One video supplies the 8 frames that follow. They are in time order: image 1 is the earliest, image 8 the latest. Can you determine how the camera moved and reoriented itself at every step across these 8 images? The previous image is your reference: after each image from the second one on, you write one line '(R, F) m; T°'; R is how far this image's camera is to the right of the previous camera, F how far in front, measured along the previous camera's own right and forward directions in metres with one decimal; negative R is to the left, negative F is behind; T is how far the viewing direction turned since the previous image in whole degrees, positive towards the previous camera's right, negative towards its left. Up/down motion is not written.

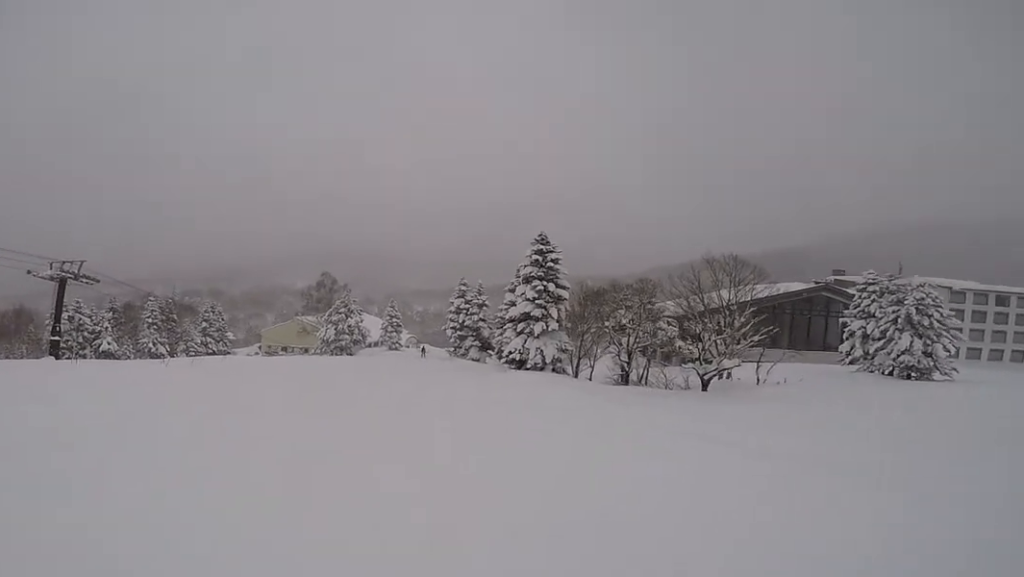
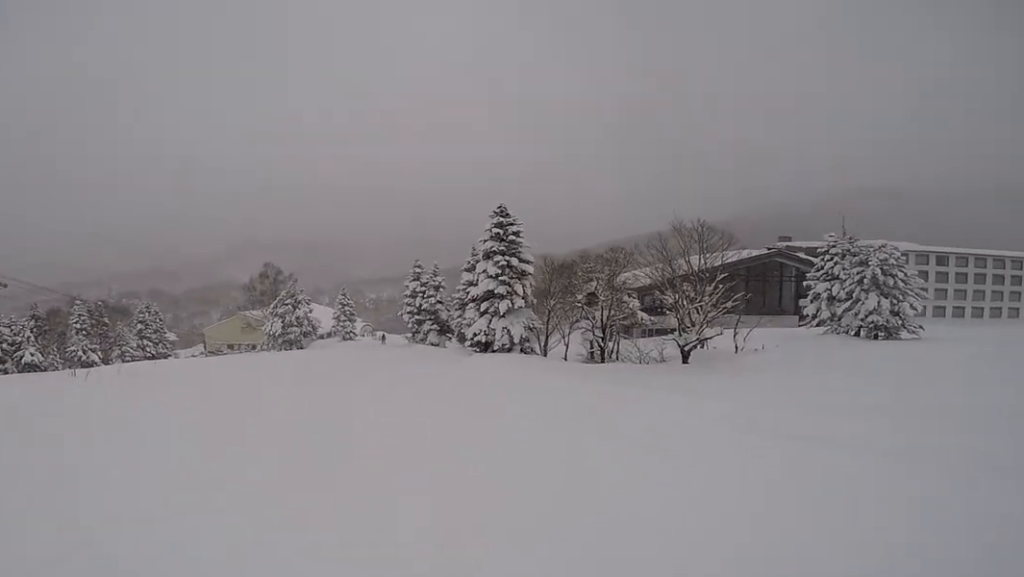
(+0.4, +3.6) m; -1°
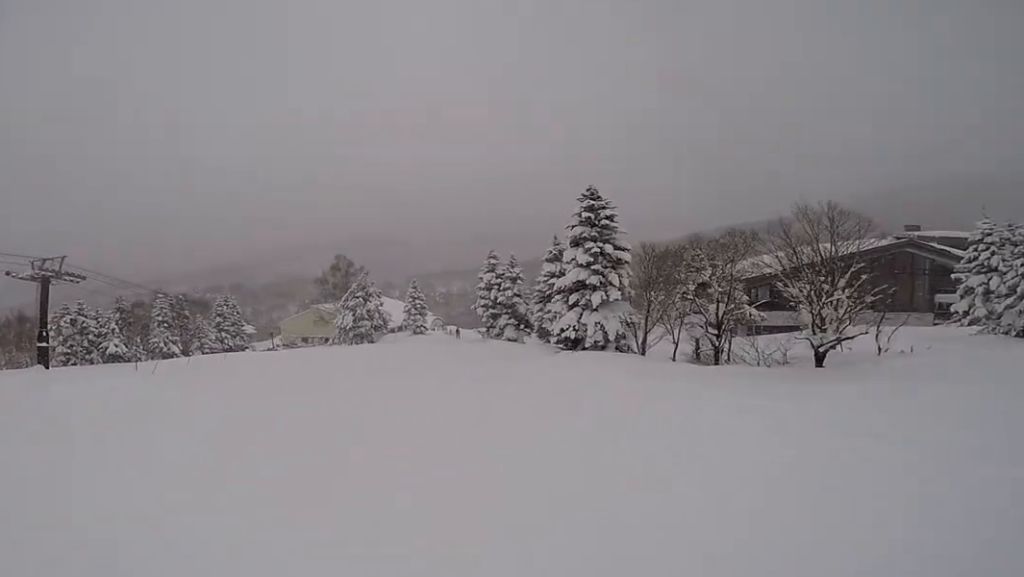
(-0.6, +3.0) m; +1°
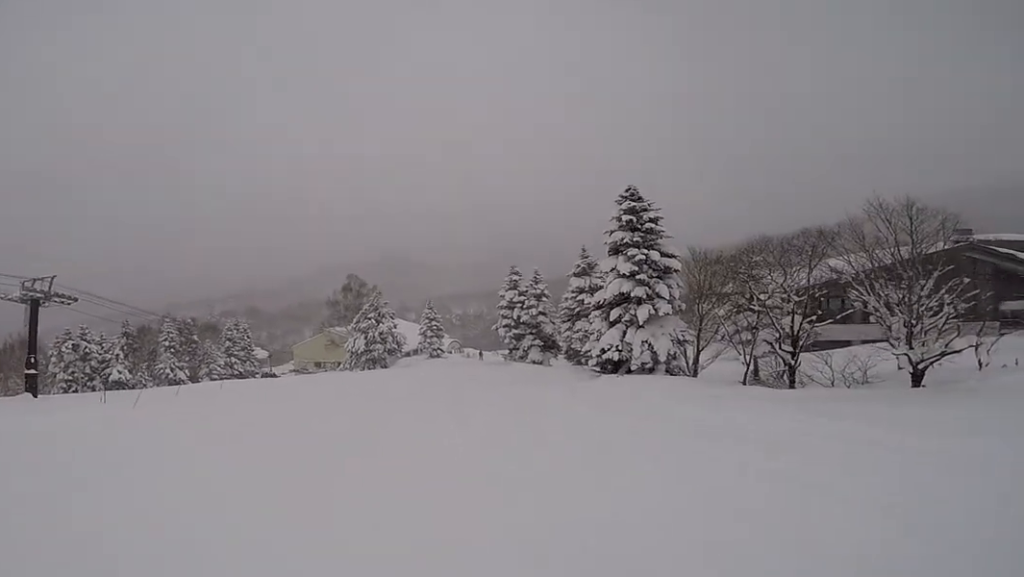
(-0.5, +4.1) m; +3°
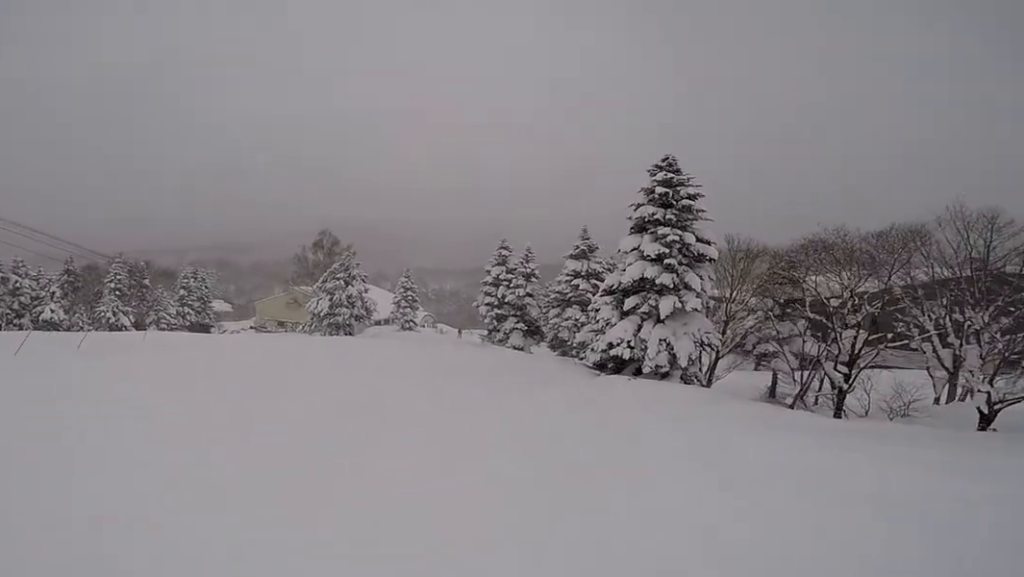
(+1.3, +5.5) m; +9°
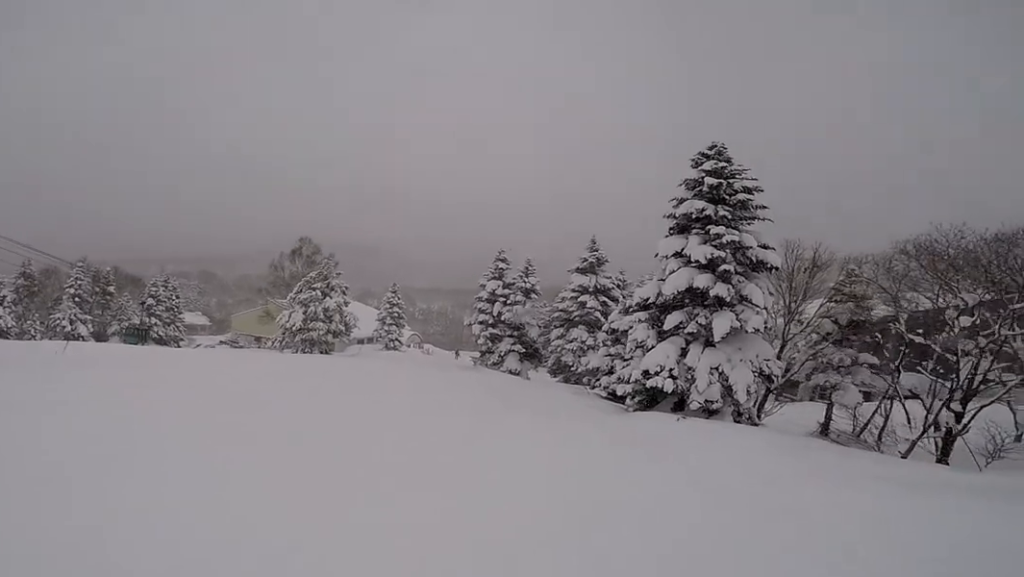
(-0.2, +5.5) m; -10°
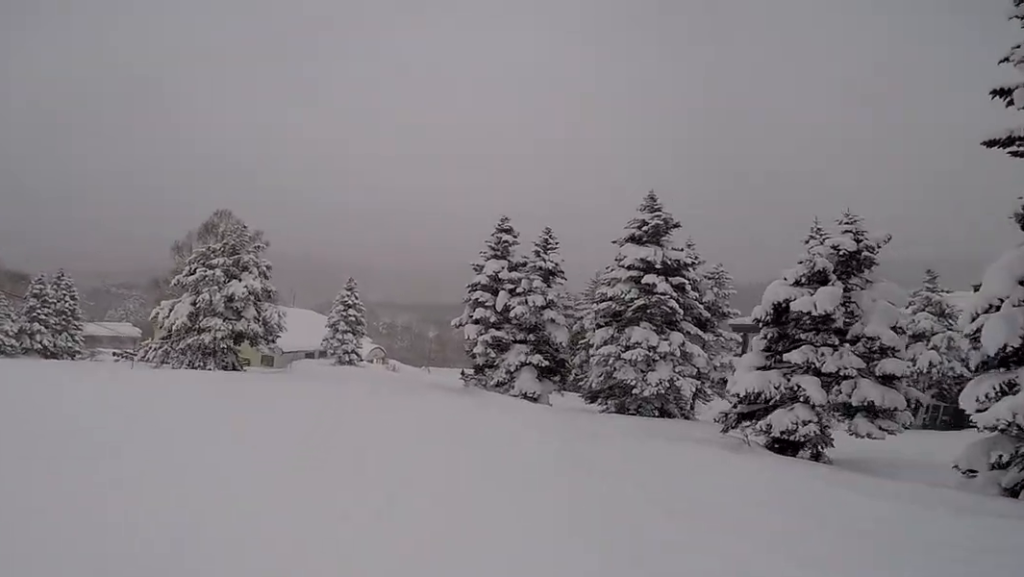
(-0.2, +14.7) m; +8°
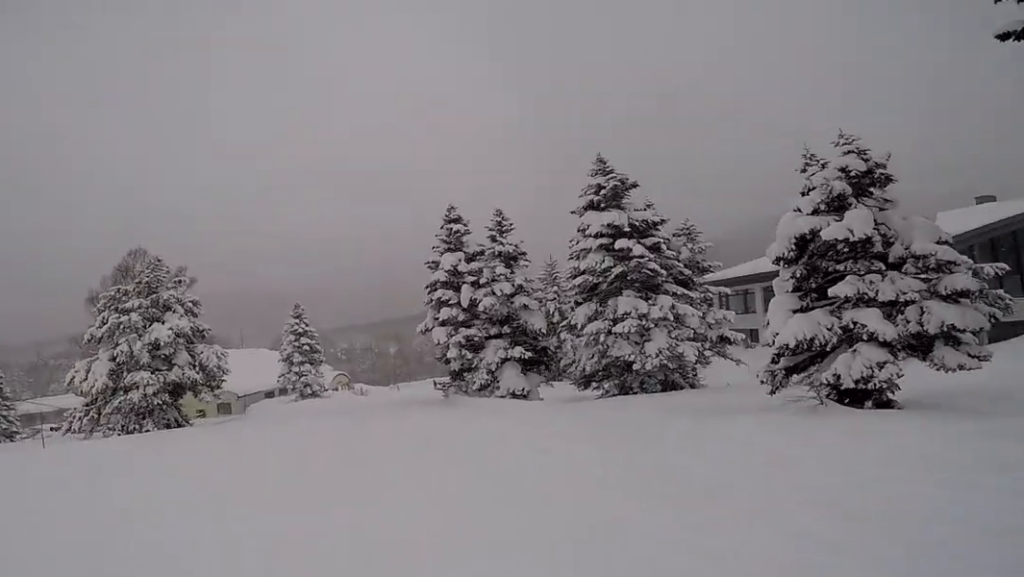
(0.0, +3.2) m; +1°
